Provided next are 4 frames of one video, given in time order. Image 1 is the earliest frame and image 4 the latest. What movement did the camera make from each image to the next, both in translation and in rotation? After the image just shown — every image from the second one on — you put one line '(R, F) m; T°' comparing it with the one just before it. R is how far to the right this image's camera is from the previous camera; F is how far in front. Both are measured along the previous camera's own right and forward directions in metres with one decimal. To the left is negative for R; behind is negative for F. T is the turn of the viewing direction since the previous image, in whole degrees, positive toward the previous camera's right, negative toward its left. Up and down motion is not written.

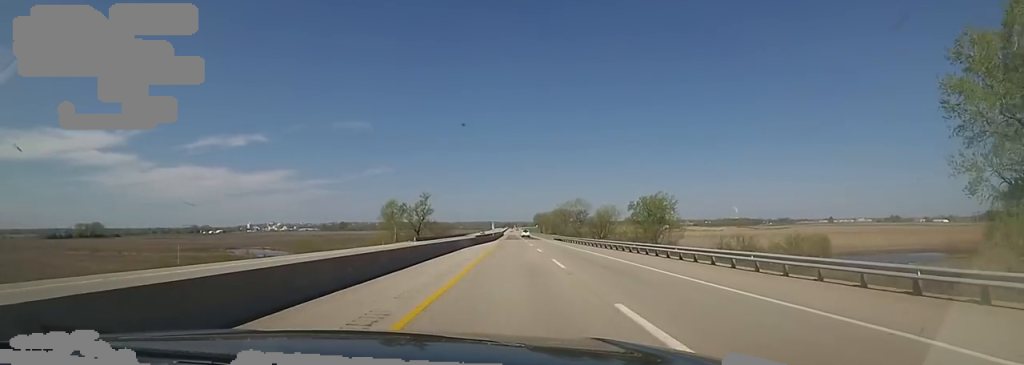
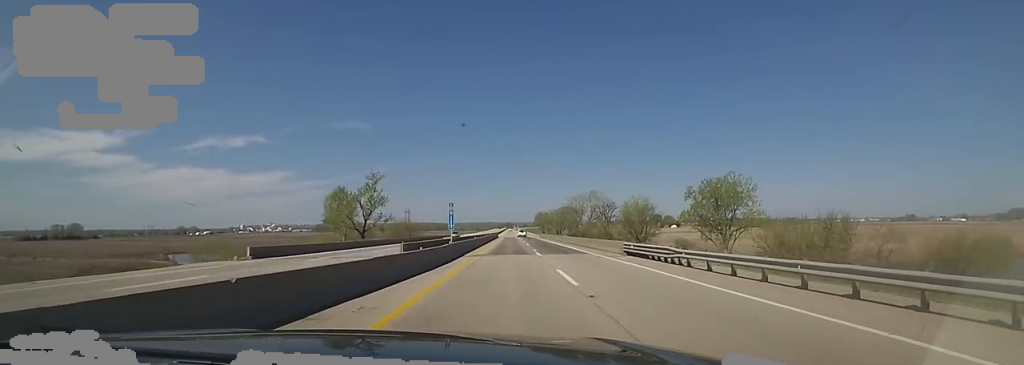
(-0.1, +51.6) m; 0°
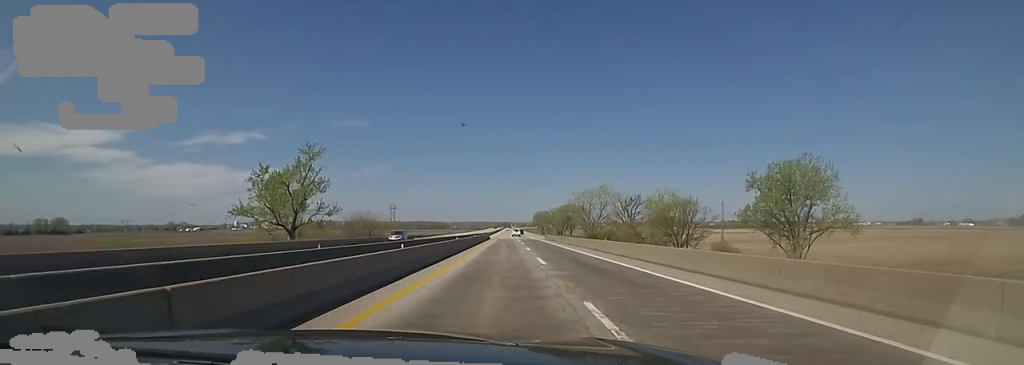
(+0.1, +28.7) m; 0°
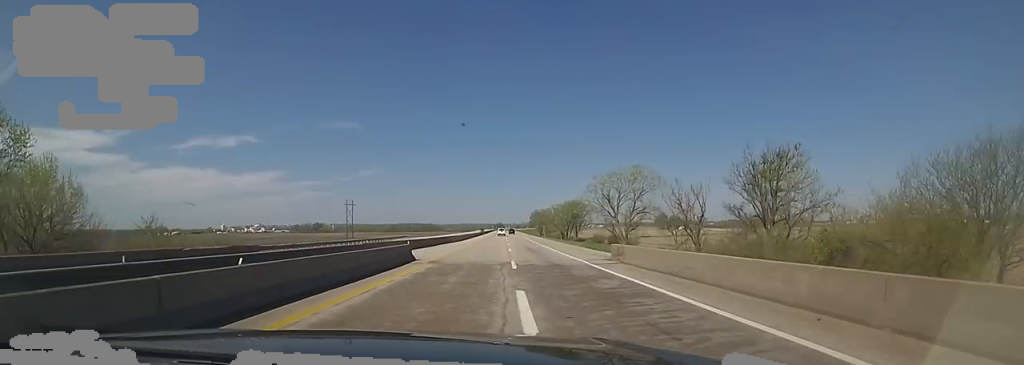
(+0.8, +59.5) m; +2°
